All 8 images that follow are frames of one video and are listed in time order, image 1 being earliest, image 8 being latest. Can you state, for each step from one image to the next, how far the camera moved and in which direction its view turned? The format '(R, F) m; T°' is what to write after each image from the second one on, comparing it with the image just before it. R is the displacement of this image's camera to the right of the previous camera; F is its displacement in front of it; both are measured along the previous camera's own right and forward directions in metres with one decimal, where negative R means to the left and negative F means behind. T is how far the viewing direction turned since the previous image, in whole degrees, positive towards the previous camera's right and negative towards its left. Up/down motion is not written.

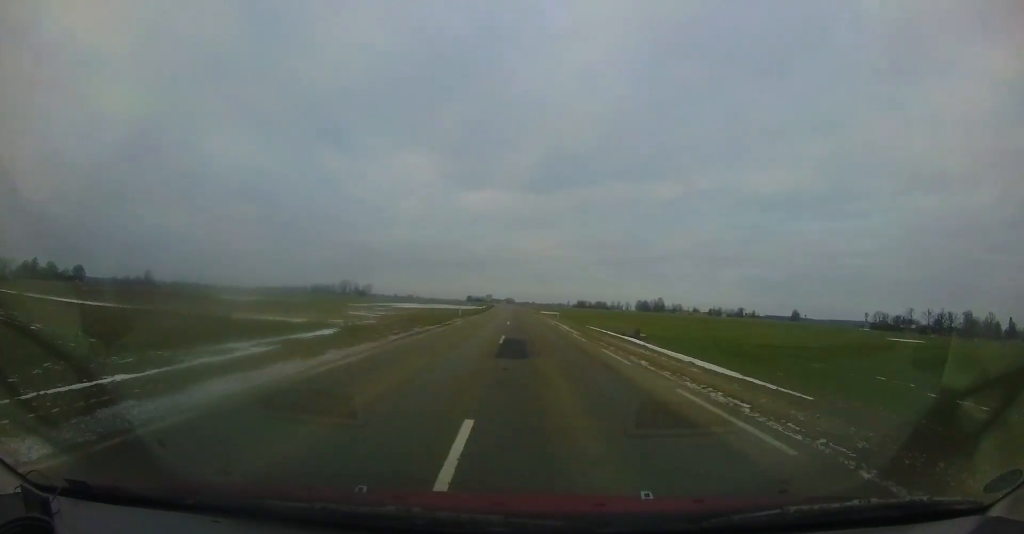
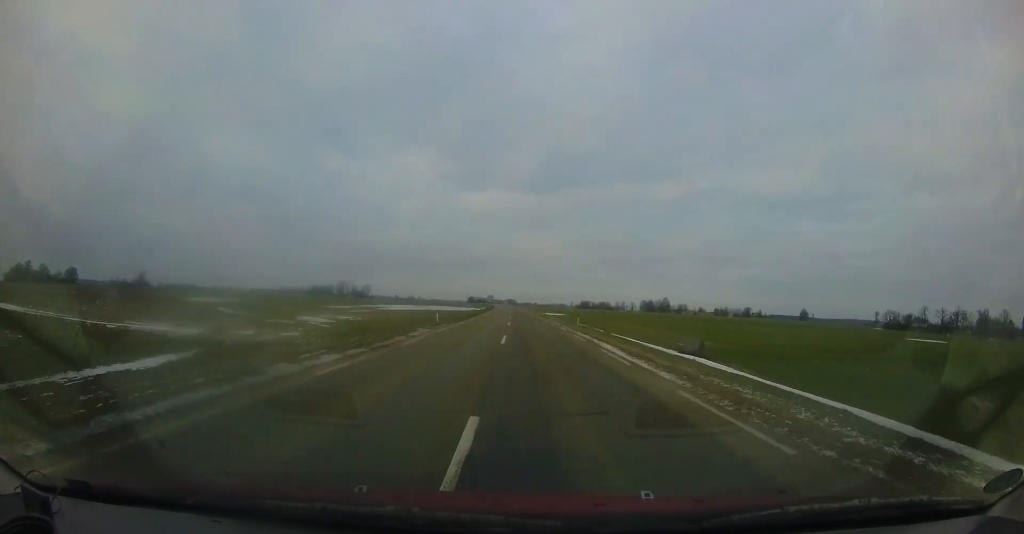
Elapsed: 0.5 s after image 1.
(-0.2, +11.7) m; 0°
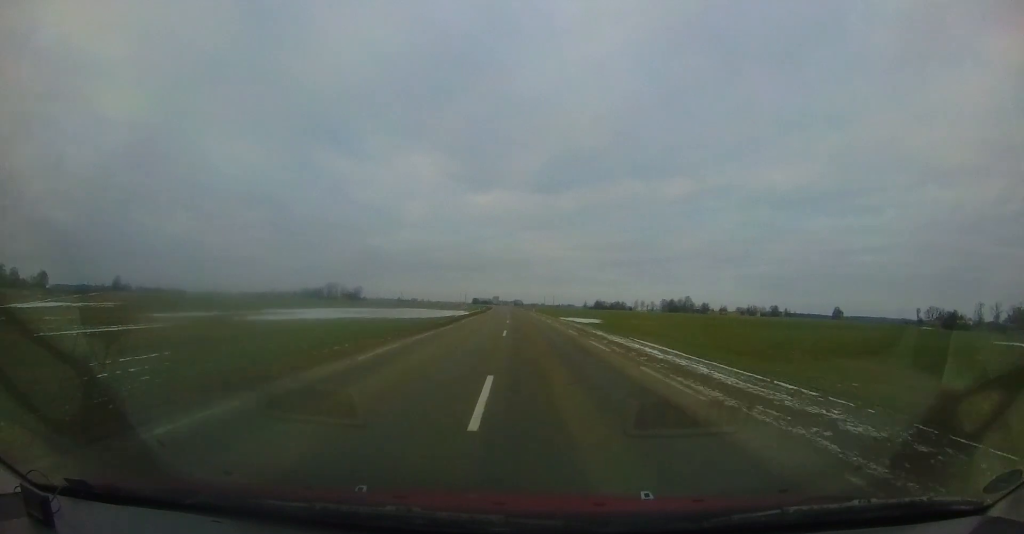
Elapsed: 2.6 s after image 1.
(+0.2, +45.1) m; -1°
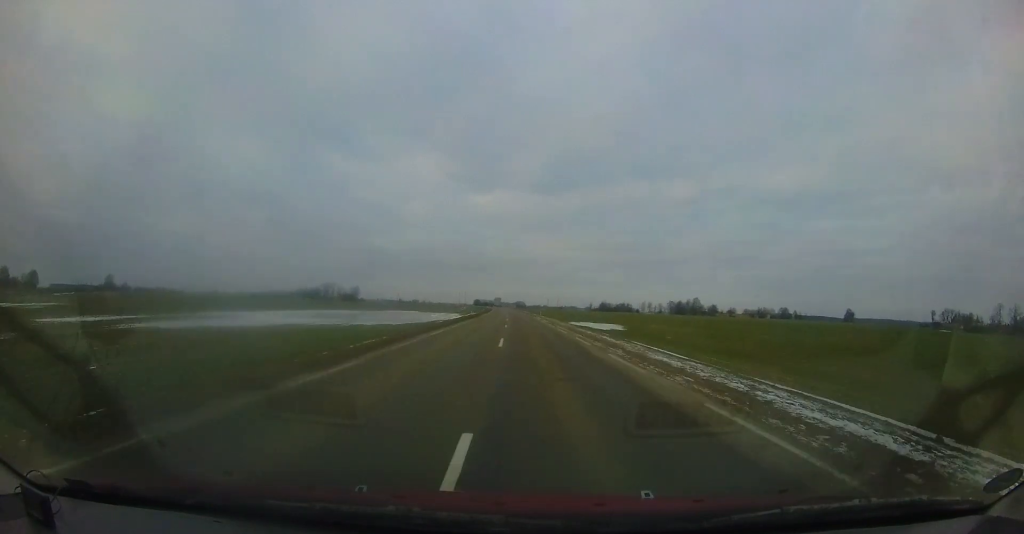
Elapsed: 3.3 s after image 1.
(-0.2, +15.0) m; 0°
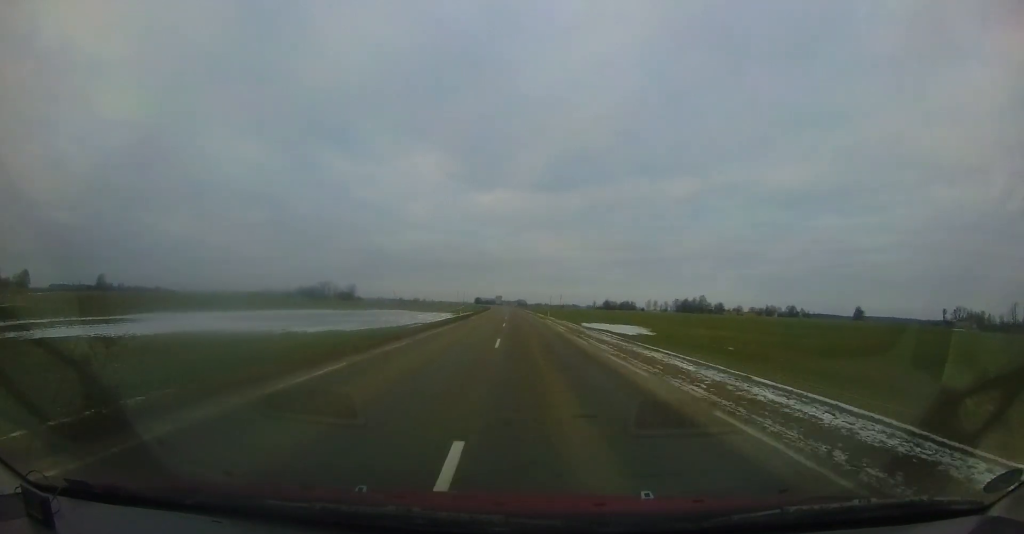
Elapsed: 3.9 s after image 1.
(-0.1, +12.1) m; +1°
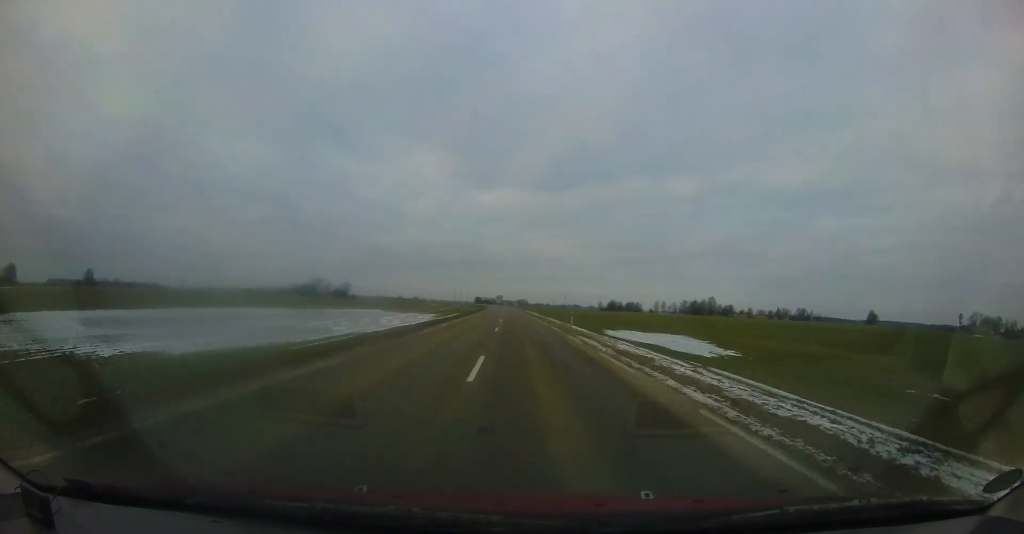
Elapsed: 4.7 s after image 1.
(+0.3, +17.6) m; 0°
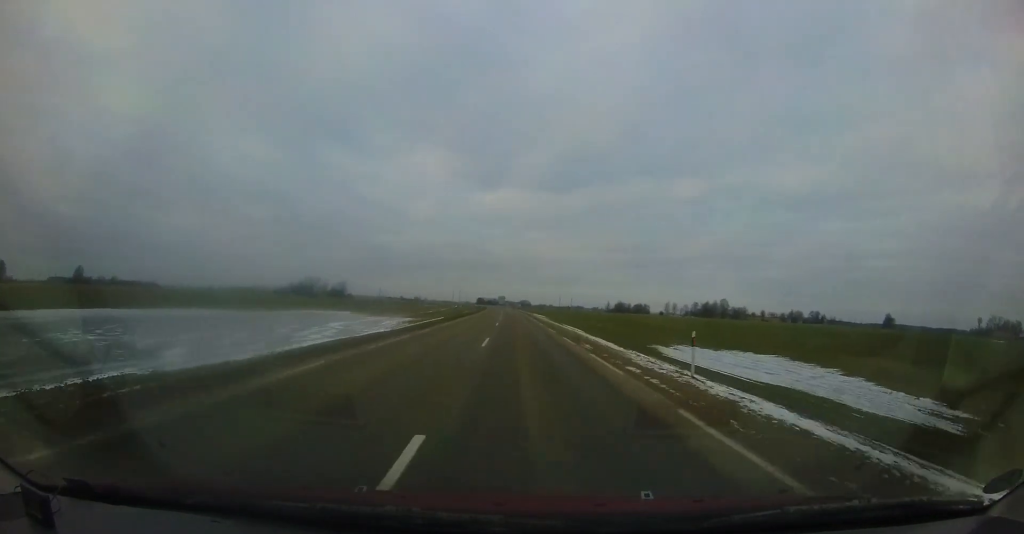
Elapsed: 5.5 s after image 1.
(-0.2, +17.5) m; -1°
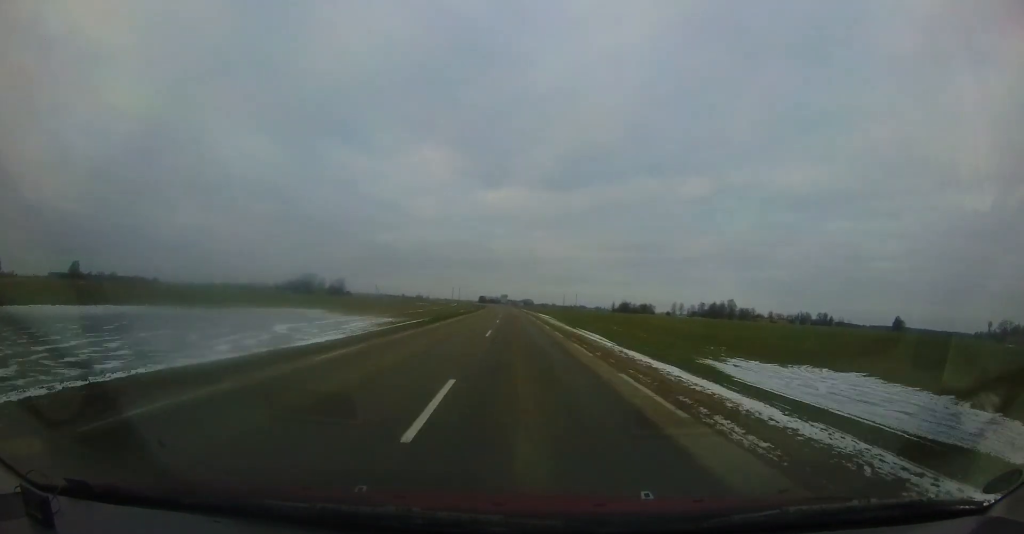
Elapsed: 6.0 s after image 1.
(-0.2, +9.1) m; -1°
